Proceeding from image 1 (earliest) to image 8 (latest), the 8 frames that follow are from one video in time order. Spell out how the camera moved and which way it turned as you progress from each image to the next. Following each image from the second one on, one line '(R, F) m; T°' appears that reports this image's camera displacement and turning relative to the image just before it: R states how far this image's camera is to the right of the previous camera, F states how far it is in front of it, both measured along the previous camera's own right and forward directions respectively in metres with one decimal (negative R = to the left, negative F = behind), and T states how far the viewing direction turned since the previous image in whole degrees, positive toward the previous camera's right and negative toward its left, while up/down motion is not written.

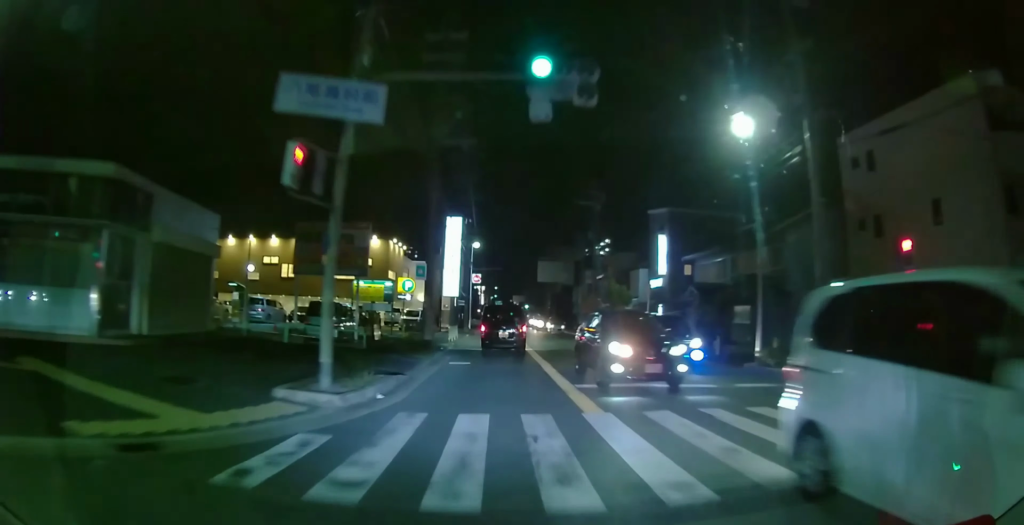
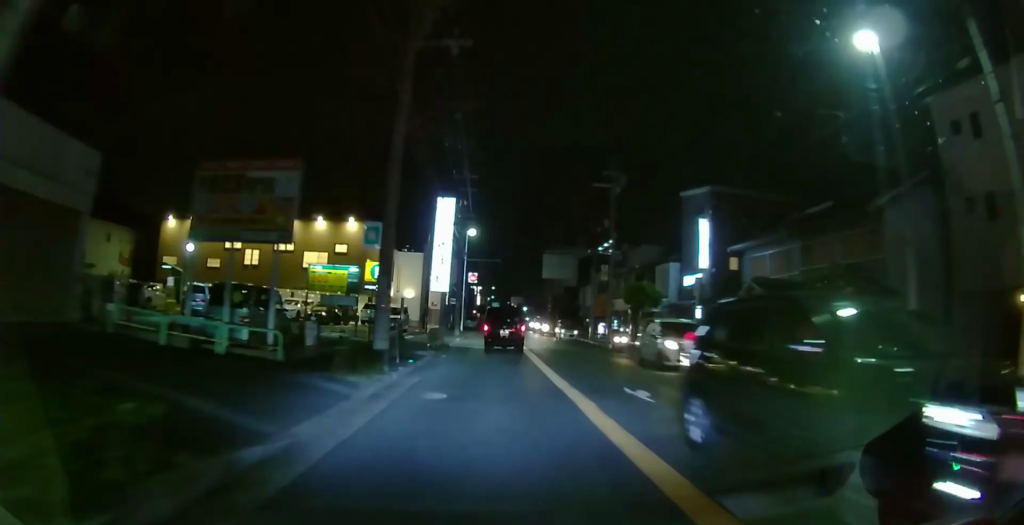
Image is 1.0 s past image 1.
(+0.1, +7.3) m; +1°
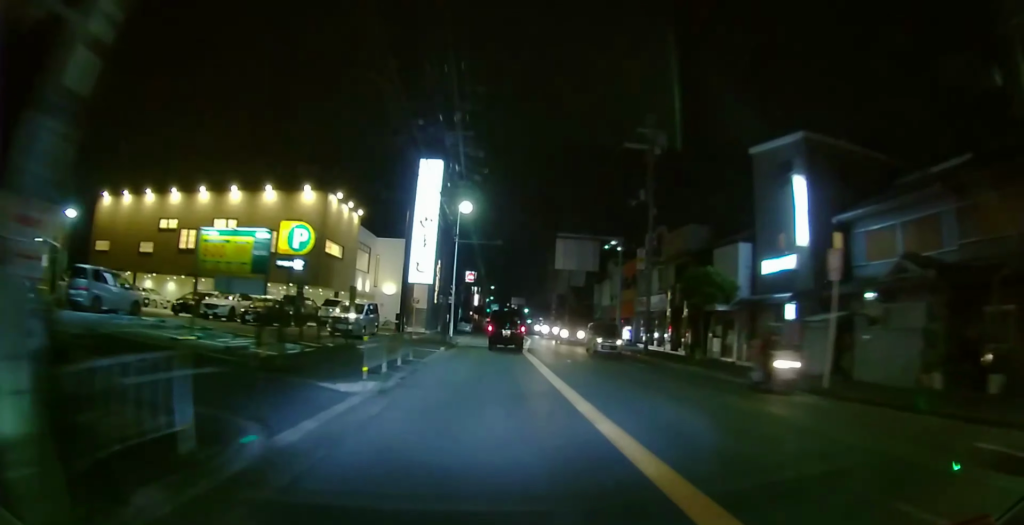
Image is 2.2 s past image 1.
(0.0, +9.4) m; 0°
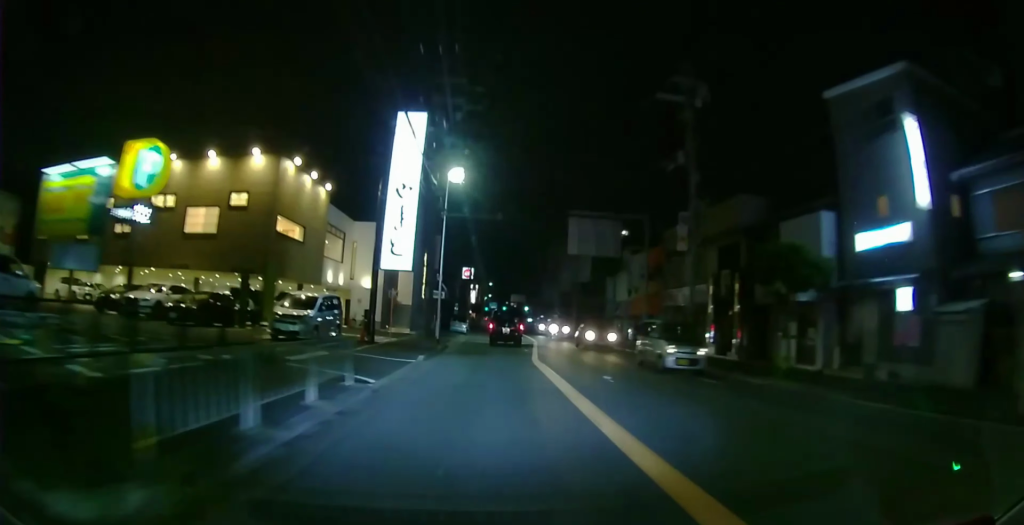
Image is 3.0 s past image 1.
(0.0, +6.7) m; 0°
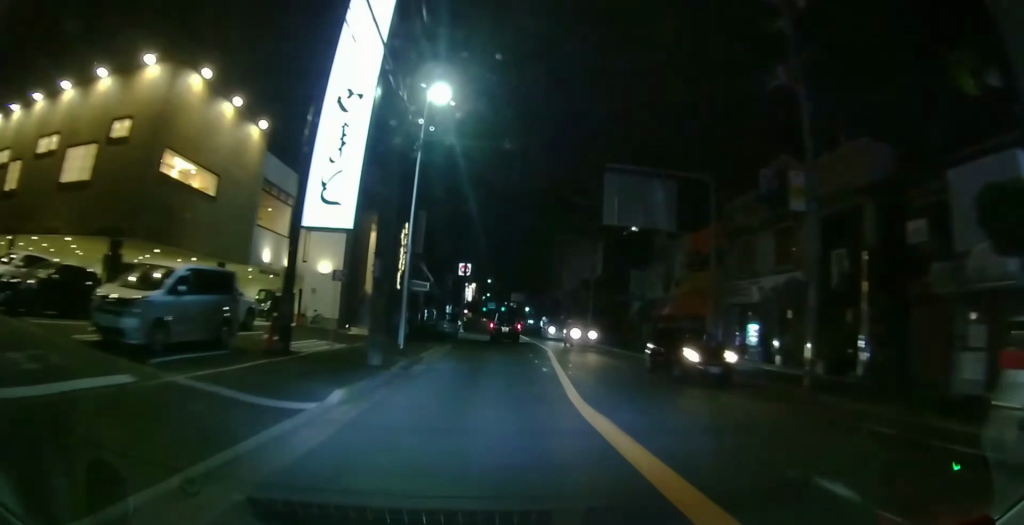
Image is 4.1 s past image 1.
(0.0, +9.4) m; 0°
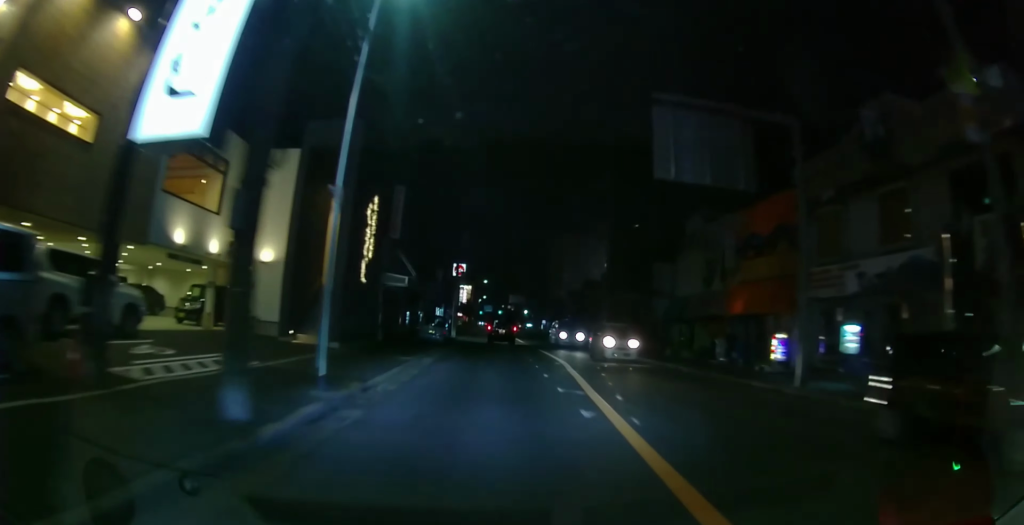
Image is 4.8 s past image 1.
(0.0, +7.0) m; 0°
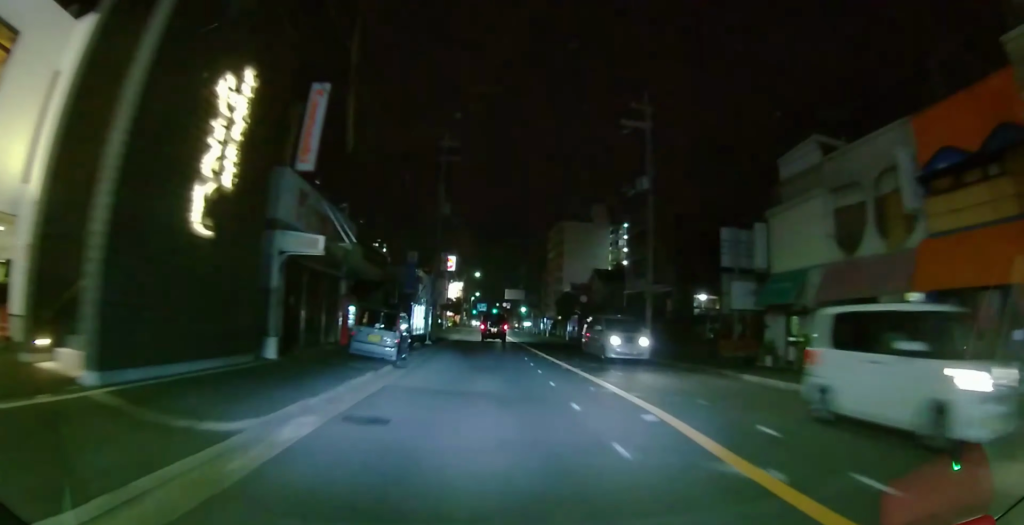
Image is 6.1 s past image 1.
(0.0, +11.9) m; 0°
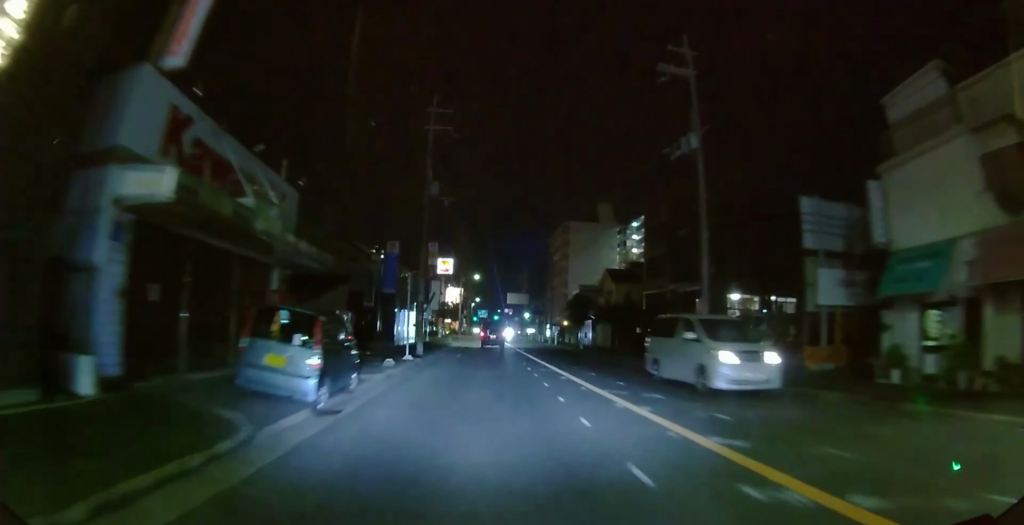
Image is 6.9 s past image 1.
(0.0, +6.7) m; 0°
